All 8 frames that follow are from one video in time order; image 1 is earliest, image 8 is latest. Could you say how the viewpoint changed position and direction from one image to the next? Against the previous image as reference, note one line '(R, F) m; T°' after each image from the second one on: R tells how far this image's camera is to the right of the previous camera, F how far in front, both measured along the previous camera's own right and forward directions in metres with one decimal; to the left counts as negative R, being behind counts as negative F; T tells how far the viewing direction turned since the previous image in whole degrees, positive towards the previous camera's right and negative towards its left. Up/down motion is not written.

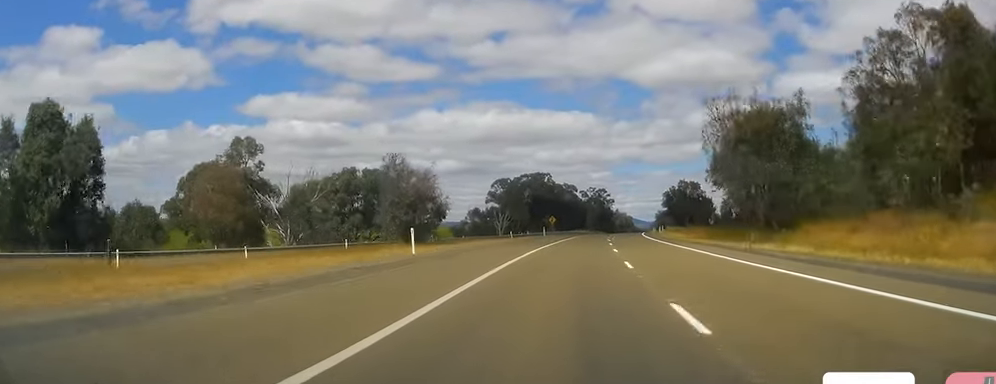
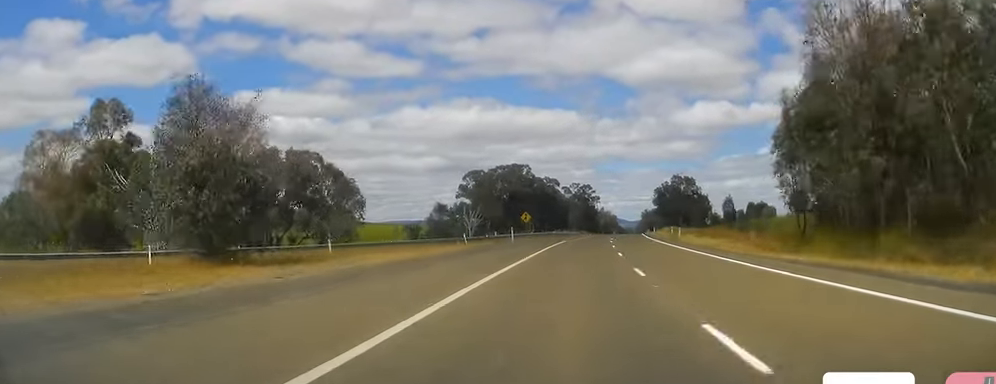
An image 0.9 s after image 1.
(+0.3, +26.3) m; +2°
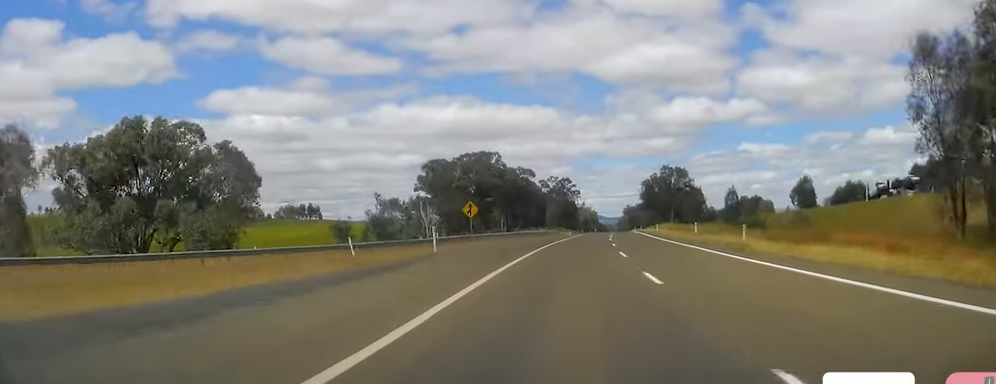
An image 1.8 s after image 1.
(+0.3, +27.4) m; +2°
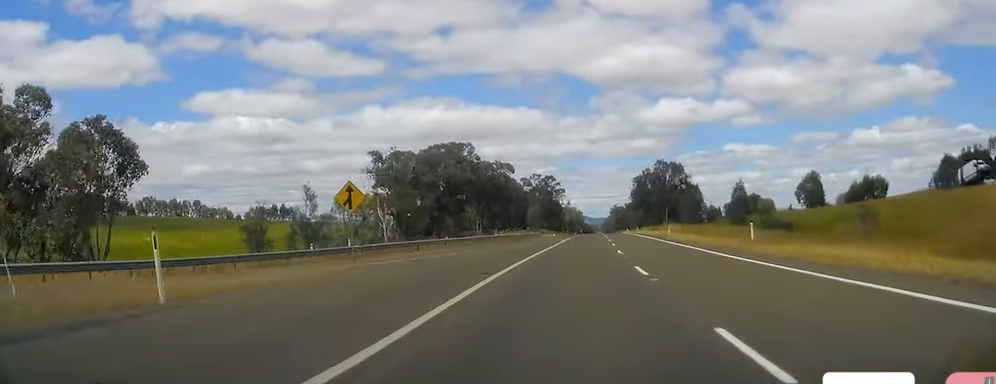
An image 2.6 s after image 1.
(+0.4, +21.6) m; +1°
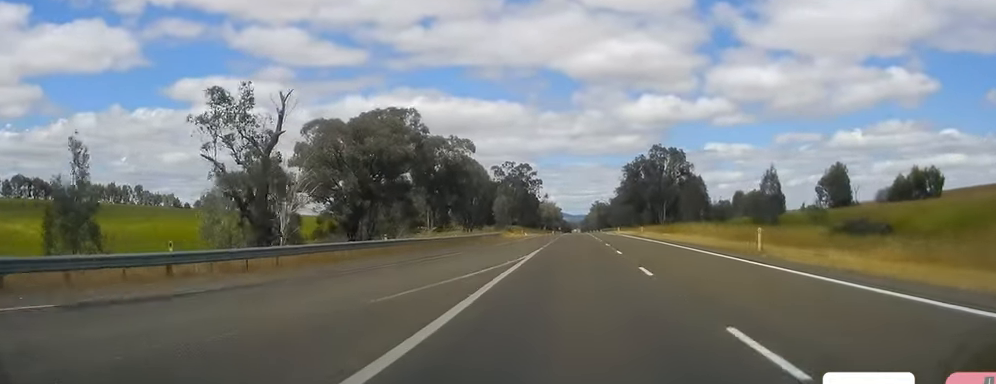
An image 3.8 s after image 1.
(0.0, +36.4) m; +2°
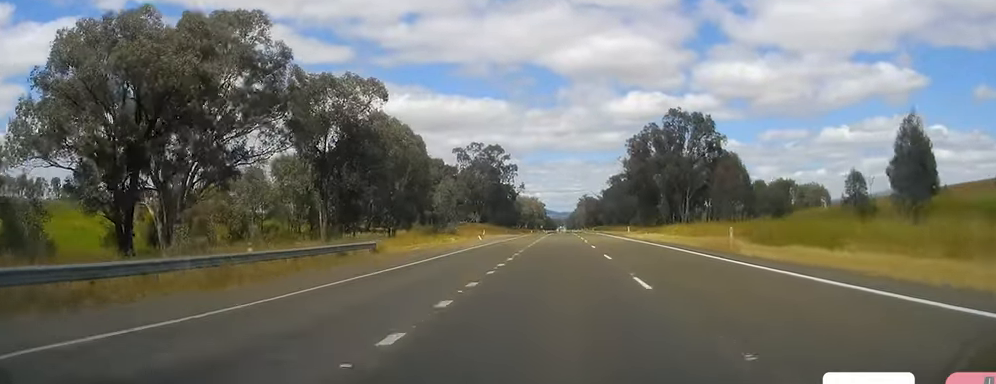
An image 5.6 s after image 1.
(+1.8, +52.0) m; +1°
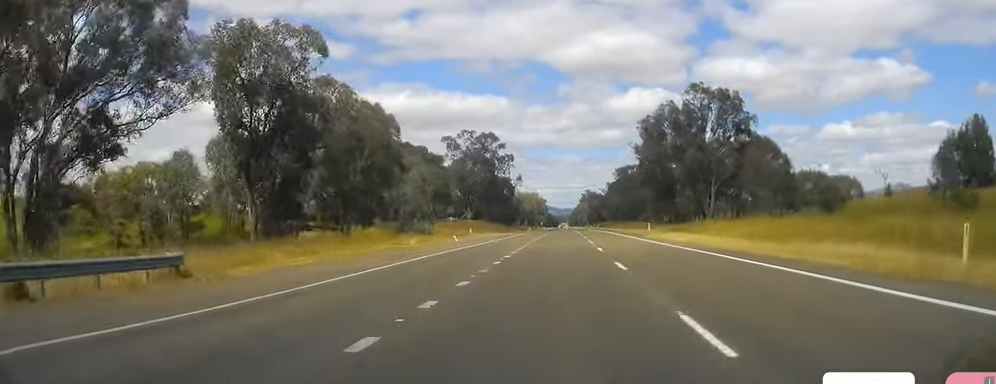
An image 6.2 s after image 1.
(-0.6, +19.6) m; 0°
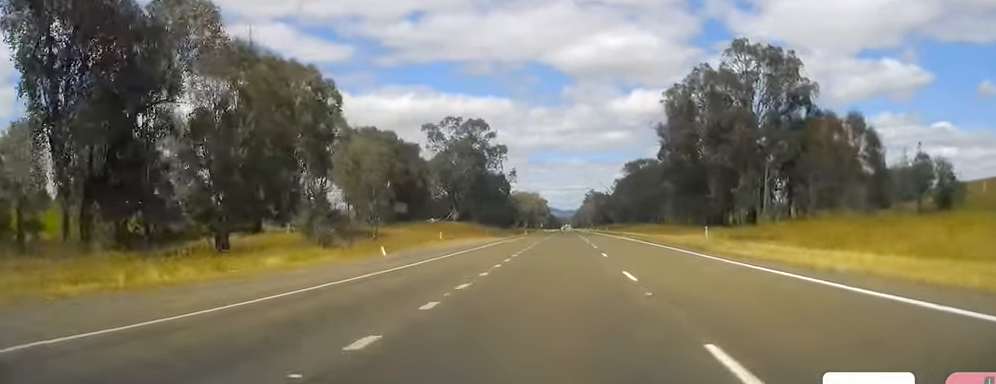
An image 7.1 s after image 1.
(+0.4, +26.5) m; +1°
